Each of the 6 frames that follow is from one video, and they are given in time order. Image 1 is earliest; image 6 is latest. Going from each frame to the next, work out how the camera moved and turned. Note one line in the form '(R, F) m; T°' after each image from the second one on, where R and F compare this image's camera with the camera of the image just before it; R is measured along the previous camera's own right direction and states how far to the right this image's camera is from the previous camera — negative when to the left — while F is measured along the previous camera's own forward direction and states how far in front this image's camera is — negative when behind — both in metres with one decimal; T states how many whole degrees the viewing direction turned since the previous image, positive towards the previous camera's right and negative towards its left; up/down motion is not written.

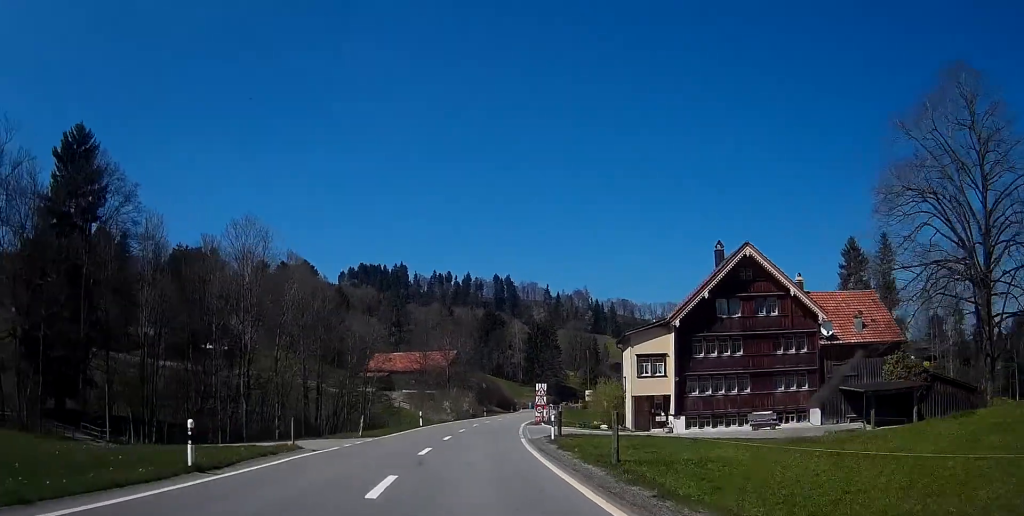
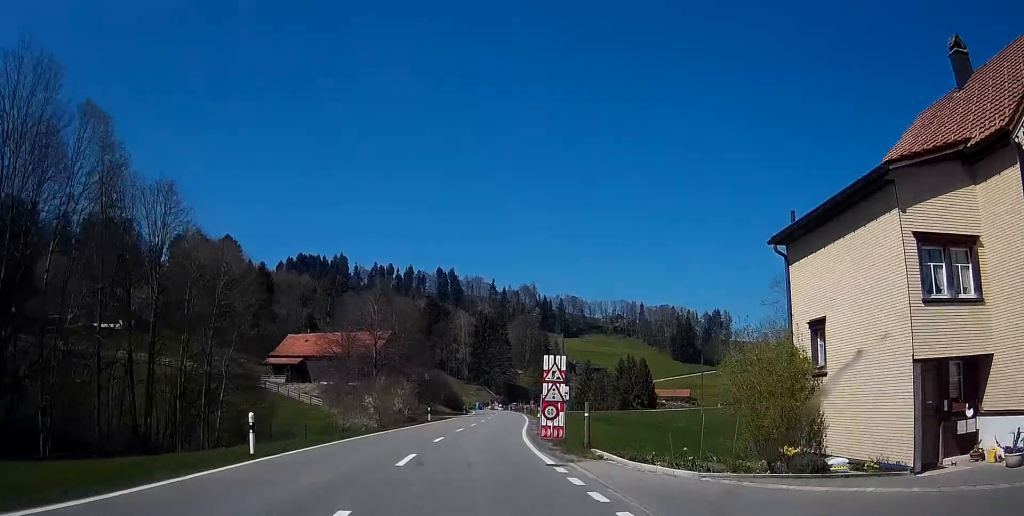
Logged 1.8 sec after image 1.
(+1.2, +31.4) m; +5°
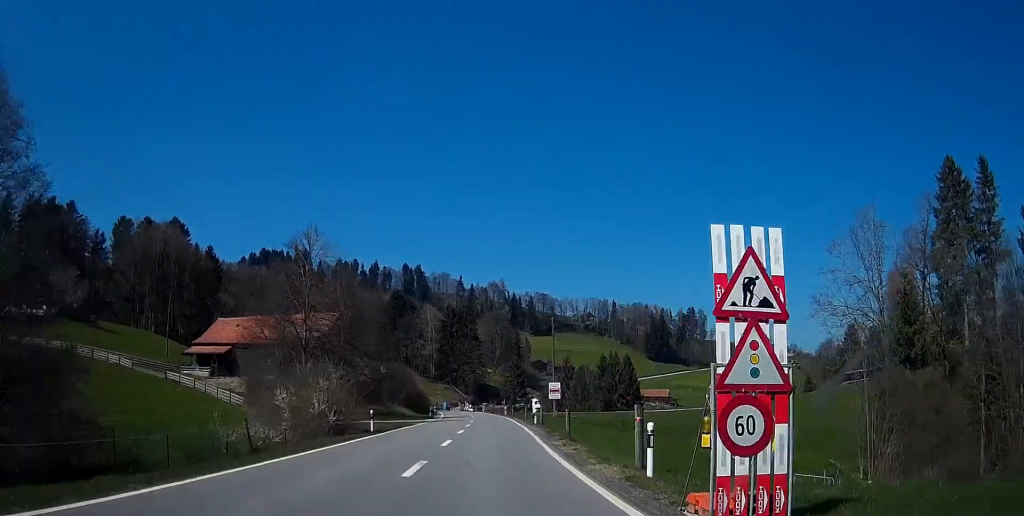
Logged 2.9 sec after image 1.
(+0.5, +19.7) m; +2°
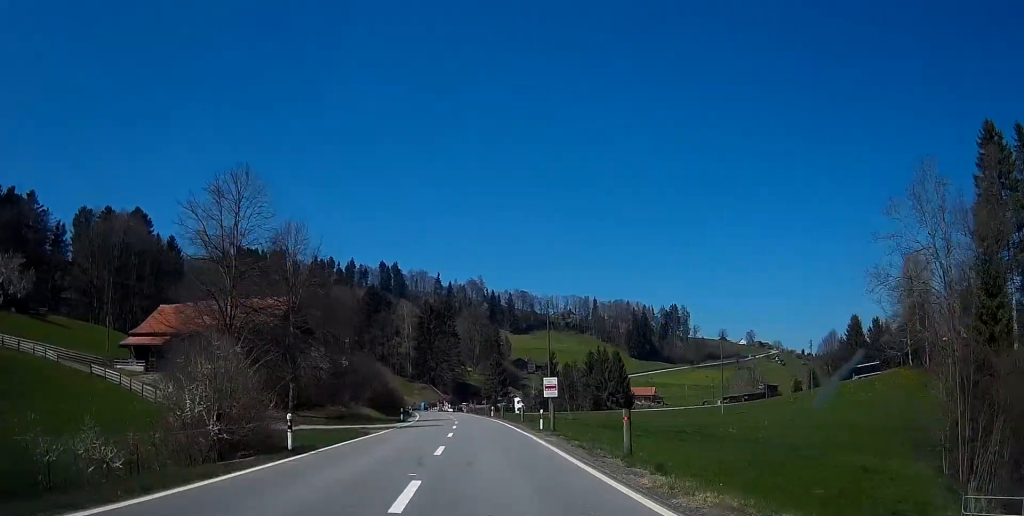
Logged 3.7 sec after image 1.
(+0.1, +12.7) m; +1°
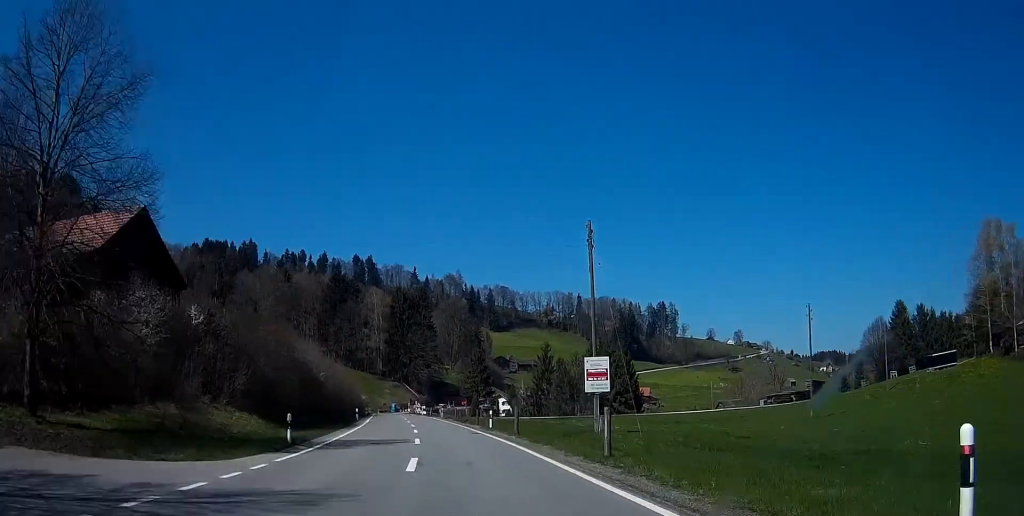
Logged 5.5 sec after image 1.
(+0.3, +31.3) m; 0°
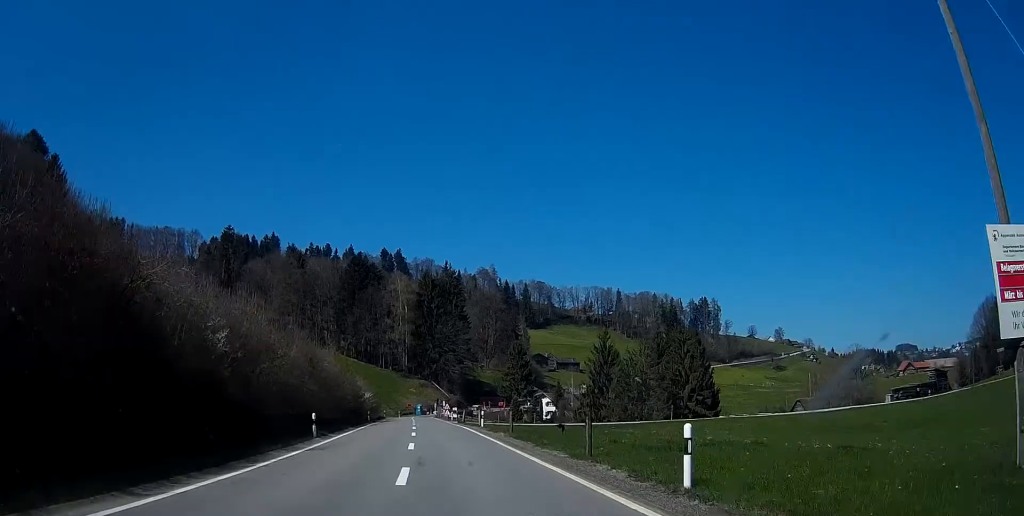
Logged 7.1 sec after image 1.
(-0.6, +29.1) m; -2°
